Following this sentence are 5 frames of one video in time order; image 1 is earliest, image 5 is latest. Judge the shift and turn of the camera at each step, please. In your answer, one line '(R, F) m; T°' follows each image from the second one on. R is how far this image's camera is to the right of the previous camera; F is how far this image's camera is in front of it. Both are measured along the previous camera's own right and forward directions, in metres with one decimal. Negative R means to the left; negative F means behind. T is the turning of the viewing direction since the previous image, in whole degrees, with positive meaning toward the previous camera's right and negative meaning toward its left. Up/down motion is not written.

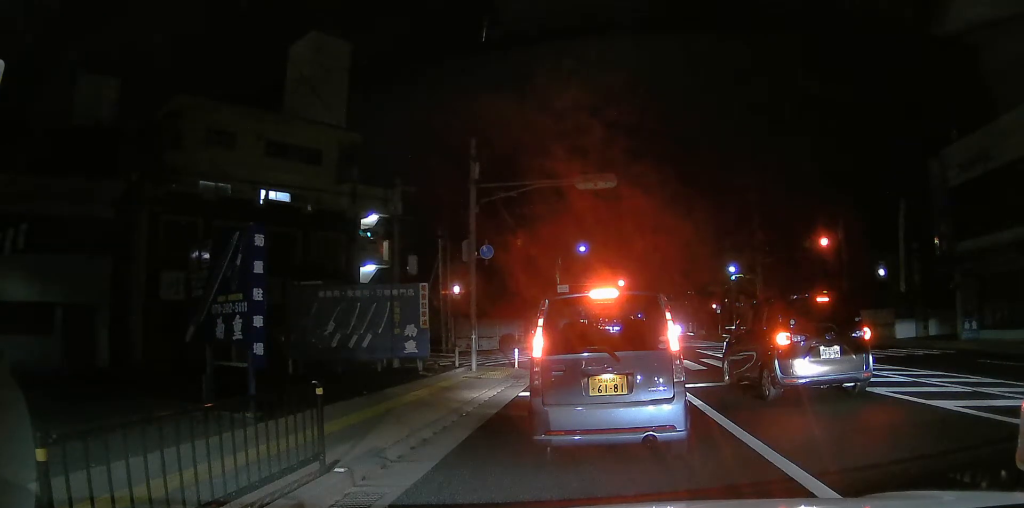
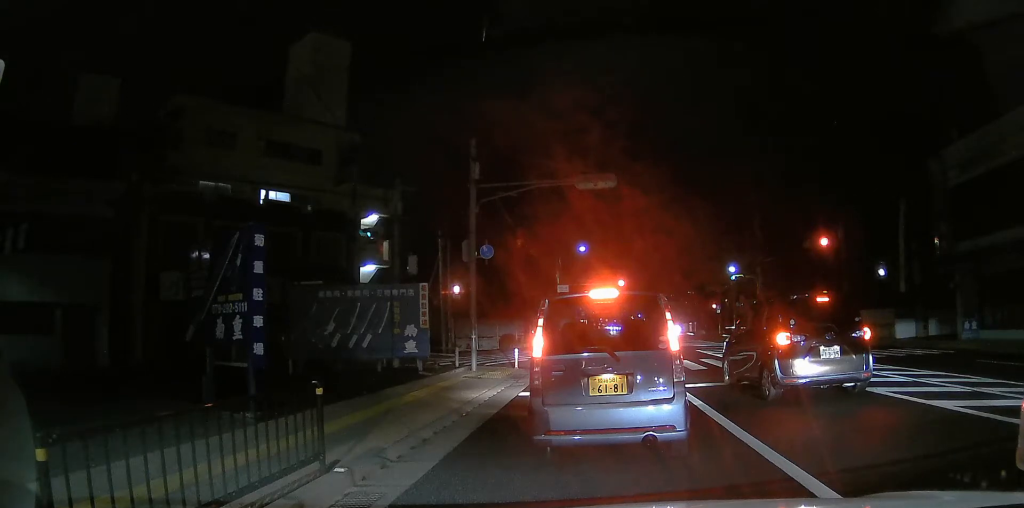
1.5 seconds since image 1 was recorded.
(0.0, 0.0) m; 0°
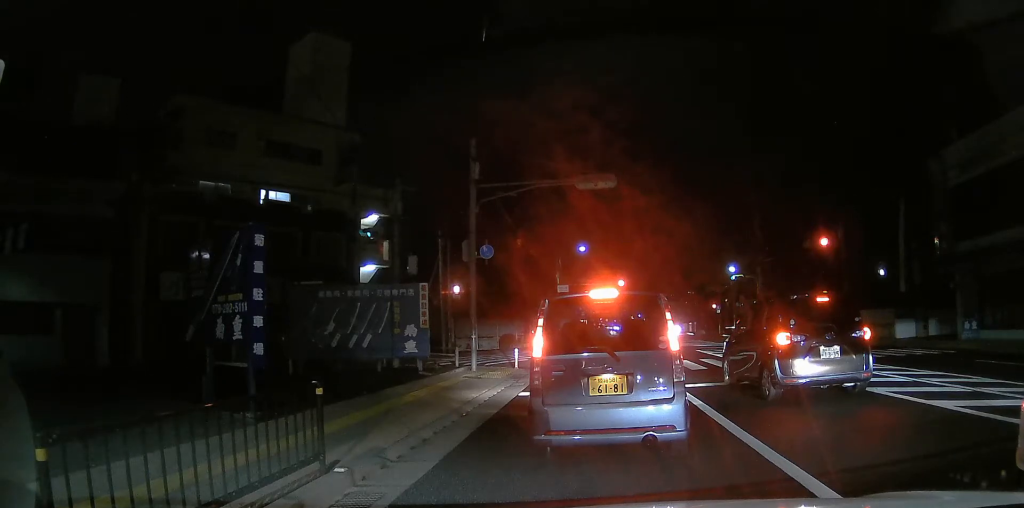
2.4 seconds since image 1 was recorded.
(0.0, 0.0) m; 0°
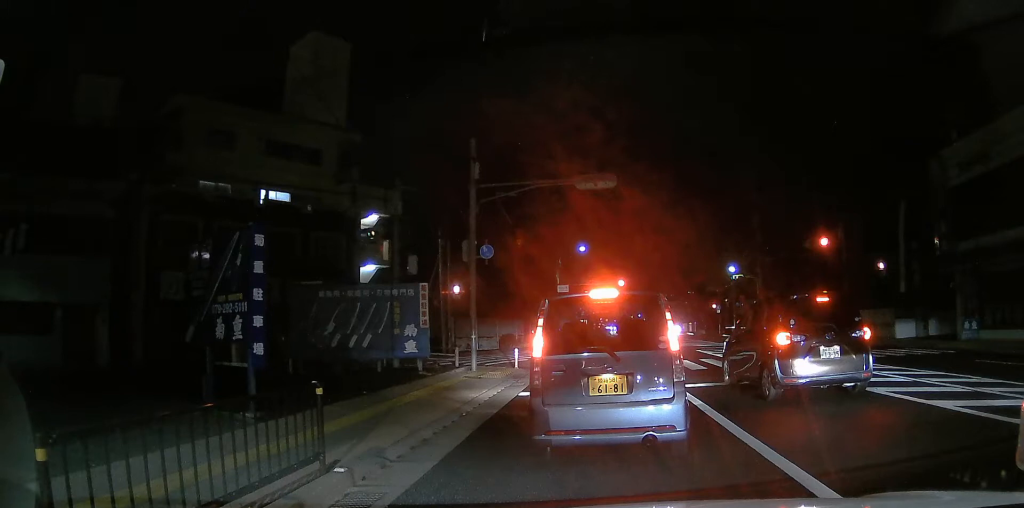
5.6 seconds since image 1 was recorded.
(0.0, 0.0) m; 0°
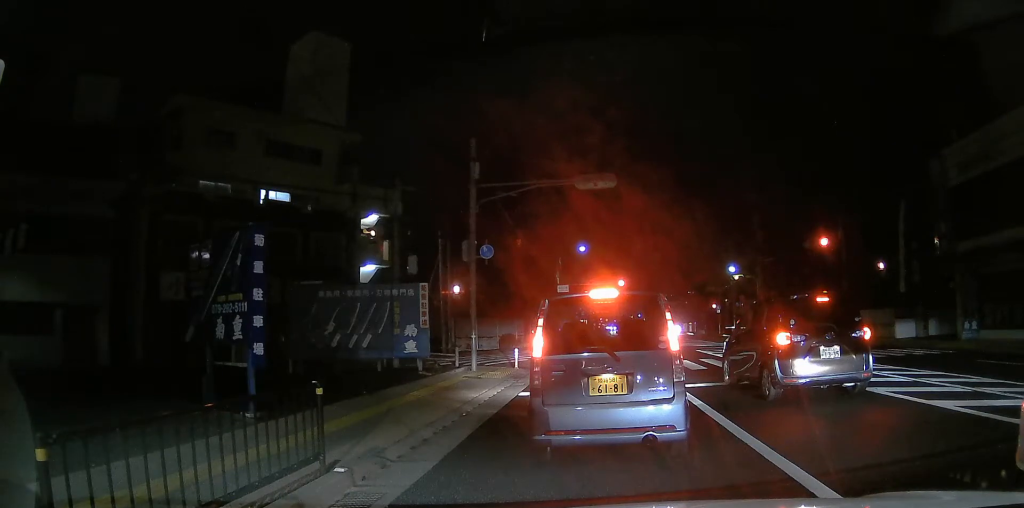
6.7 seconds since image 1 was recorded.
(0.0, 0.0) m; 0°
